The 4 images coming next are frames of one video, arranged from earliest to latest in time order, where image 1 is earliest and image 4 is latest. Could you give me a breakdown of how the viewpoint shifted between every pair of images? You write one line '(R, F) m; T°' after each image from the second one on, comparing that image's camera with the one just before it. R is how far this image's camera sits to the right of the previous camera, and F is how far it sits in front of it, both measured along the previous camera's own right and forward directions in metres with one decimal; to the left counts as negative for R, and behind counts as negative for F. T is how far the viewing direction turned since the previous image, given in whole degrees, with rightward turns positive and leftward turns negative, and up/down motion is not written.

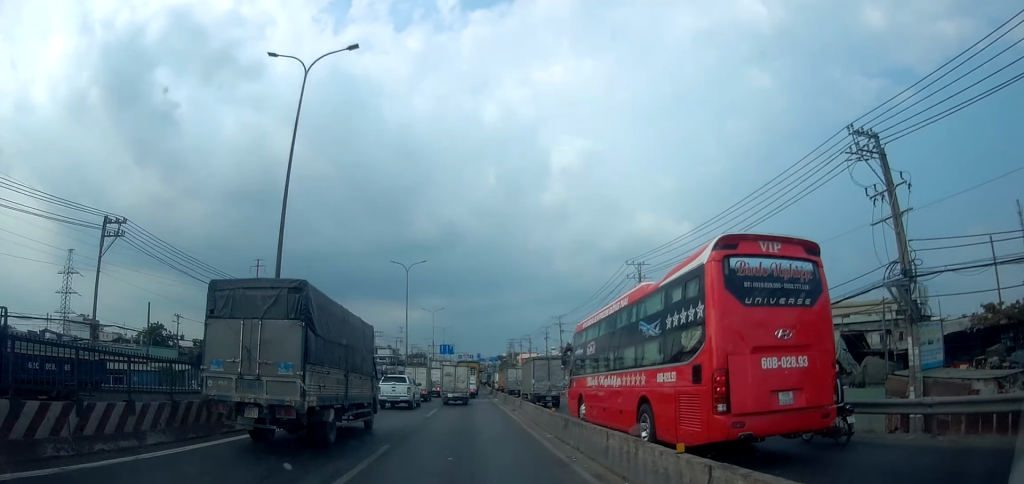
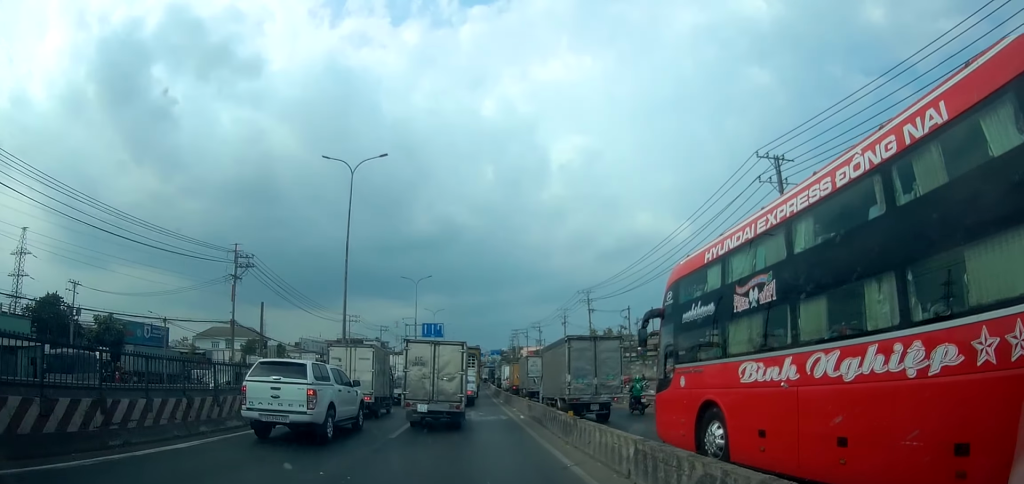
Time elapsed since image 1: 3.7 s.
(+0.3, +22.9) m; +1°
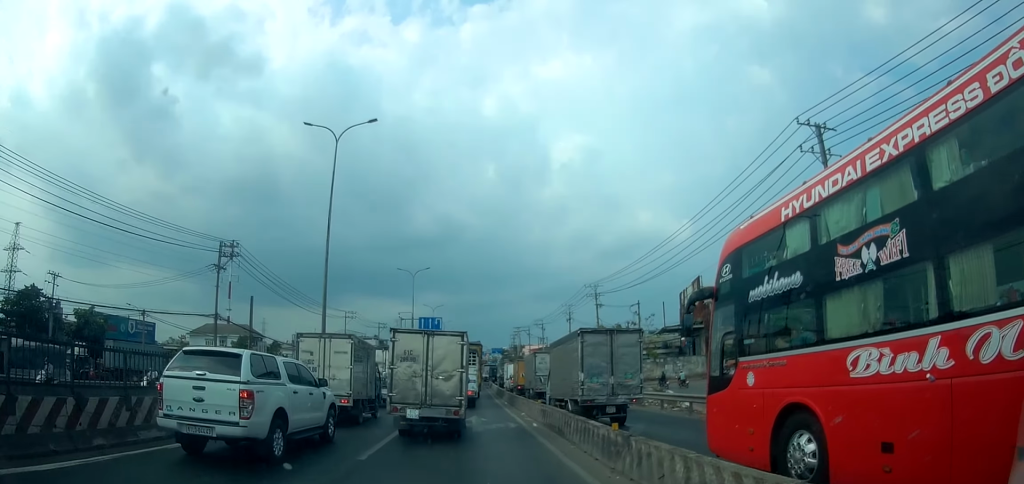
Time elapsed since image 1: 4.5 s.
(+0.4, +3.4) m; +3°
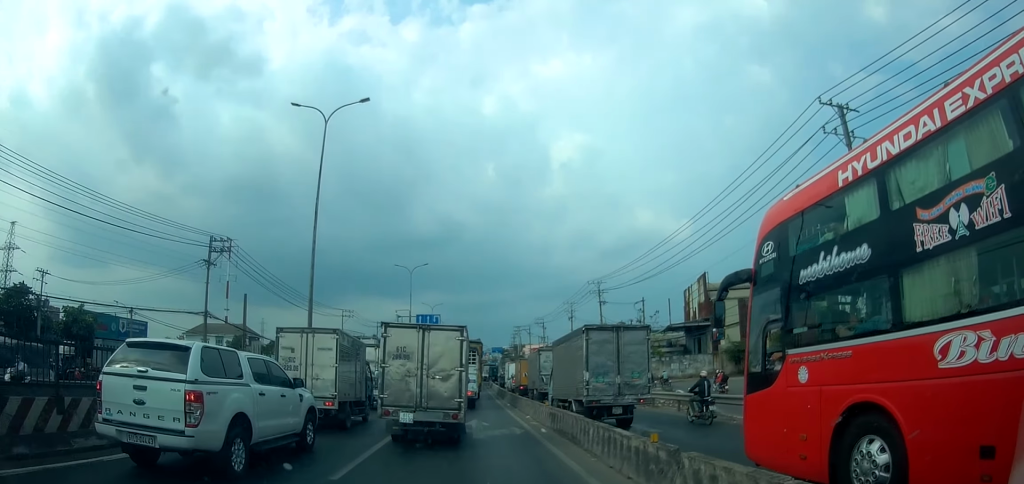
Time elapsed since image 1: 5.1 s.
(-0.4, +1.7) m; +2°
